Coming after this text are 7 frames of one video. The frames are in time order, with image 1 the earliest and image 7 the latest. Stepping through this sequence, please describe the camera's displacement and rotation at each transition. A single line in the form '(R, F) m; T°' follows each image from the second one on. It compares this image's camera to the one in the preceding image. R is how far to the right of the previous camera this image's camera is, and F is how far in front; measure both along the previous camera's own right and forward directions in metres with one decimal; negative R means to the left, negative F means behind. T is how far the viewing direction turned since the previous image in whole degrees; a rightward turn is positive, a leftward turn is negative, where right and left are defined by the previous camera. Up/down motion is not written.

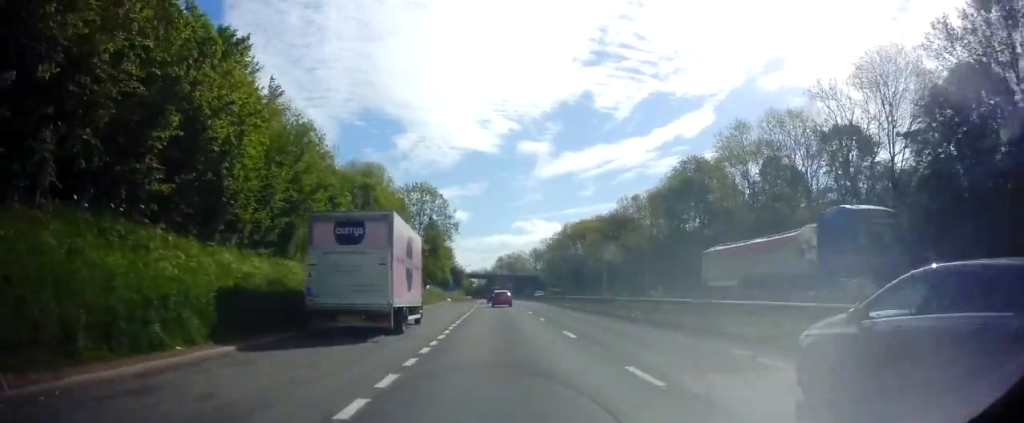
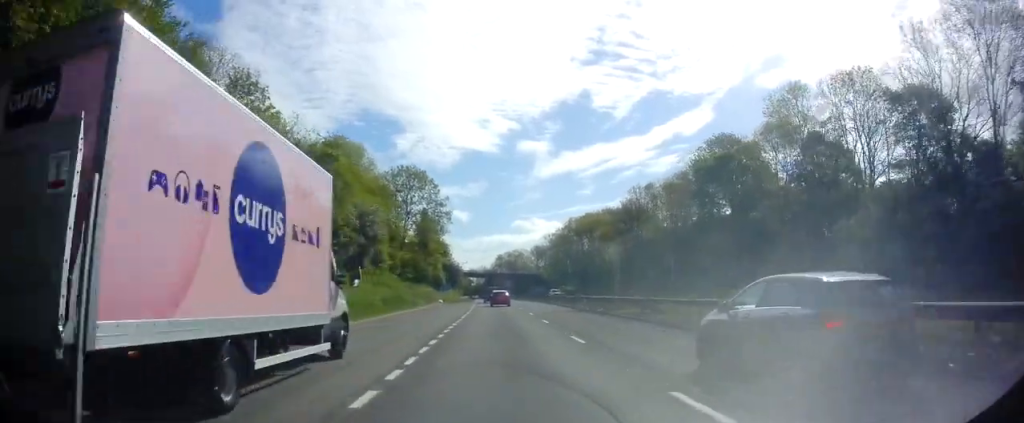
(0.0, +11.2) m; 0°
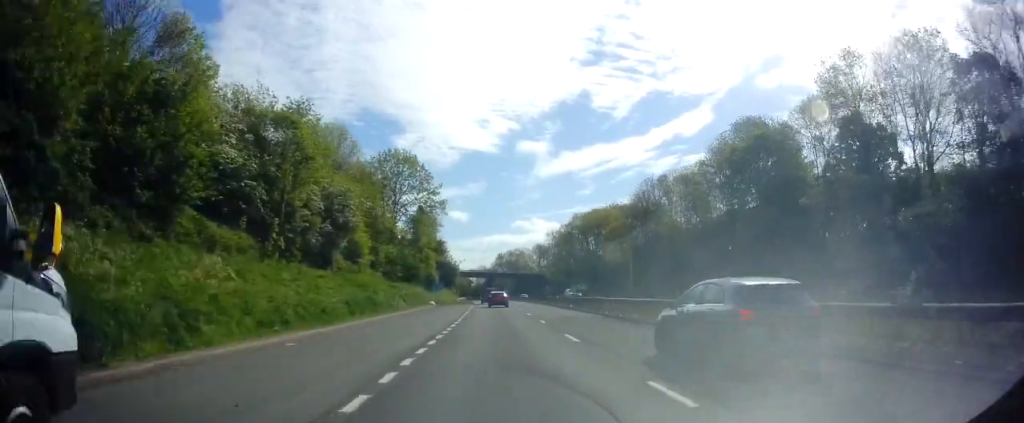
(+0.1, +7.9) m; -1°
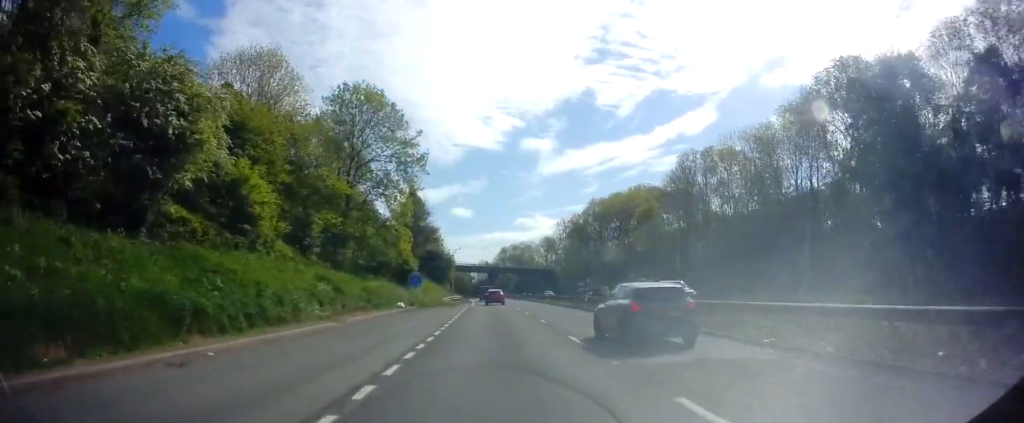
(-0.5, +19.1) m; -2°
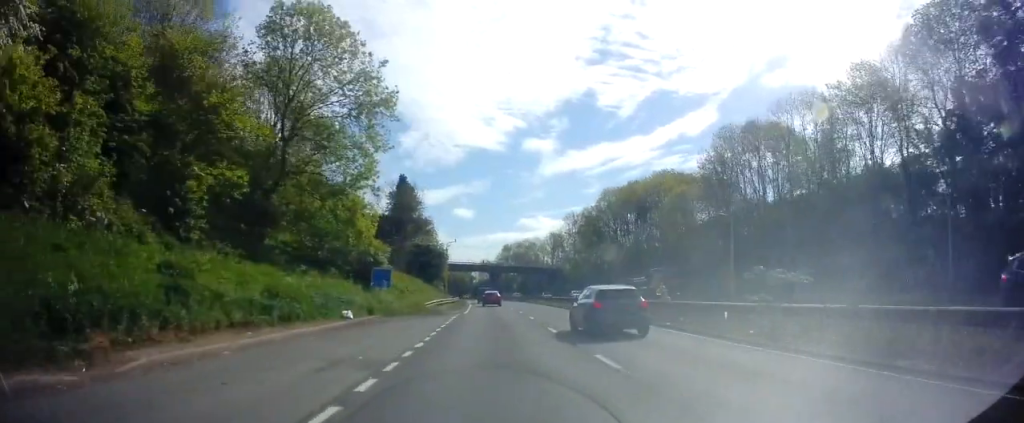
(0.0, +13.6) m; 0°
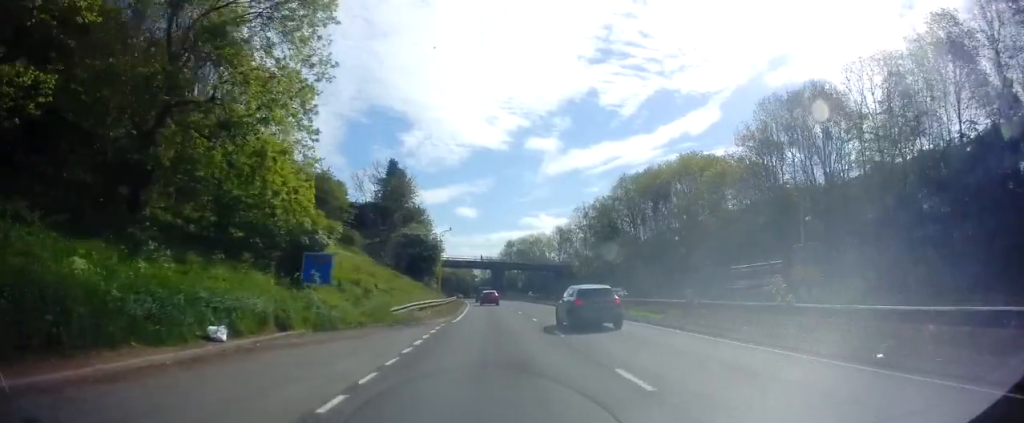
(0.0, +11.2) m; 0°
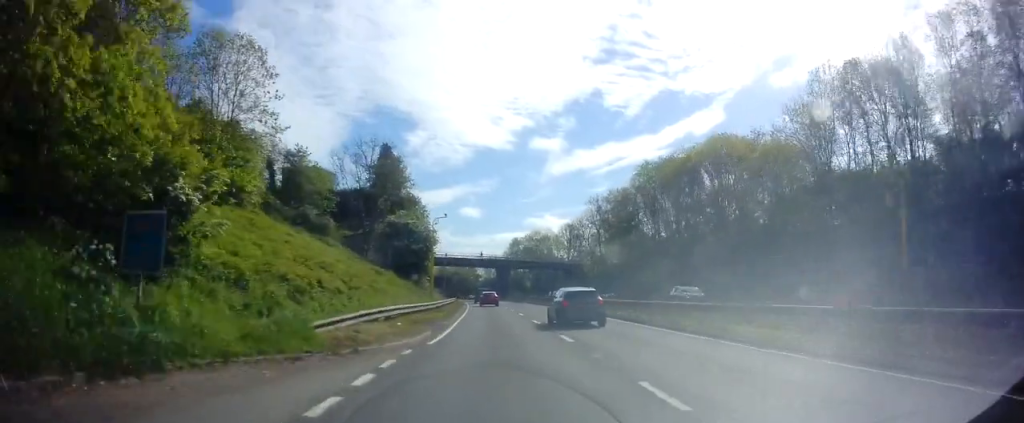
(0.0, +10.1) m; 0°
